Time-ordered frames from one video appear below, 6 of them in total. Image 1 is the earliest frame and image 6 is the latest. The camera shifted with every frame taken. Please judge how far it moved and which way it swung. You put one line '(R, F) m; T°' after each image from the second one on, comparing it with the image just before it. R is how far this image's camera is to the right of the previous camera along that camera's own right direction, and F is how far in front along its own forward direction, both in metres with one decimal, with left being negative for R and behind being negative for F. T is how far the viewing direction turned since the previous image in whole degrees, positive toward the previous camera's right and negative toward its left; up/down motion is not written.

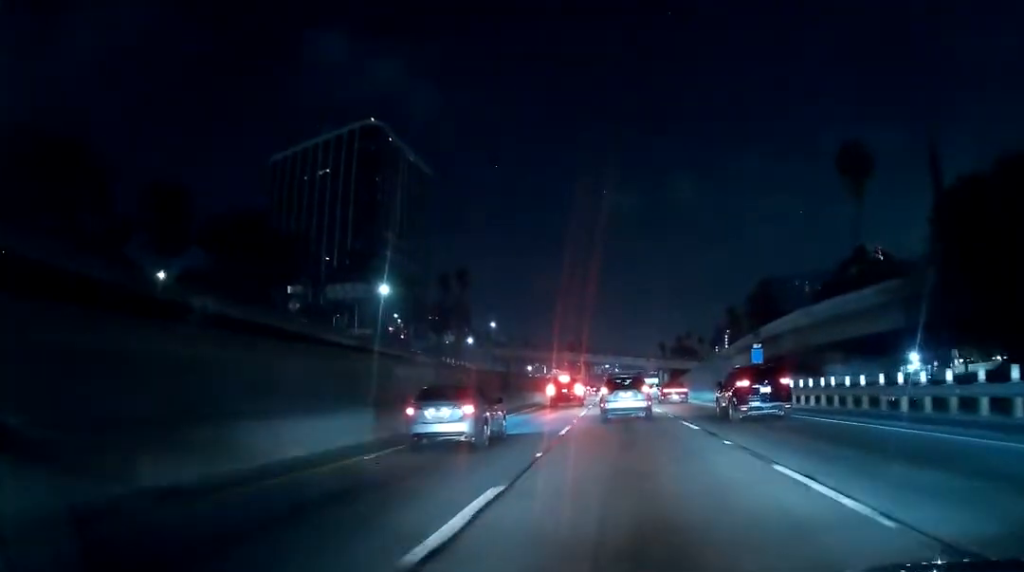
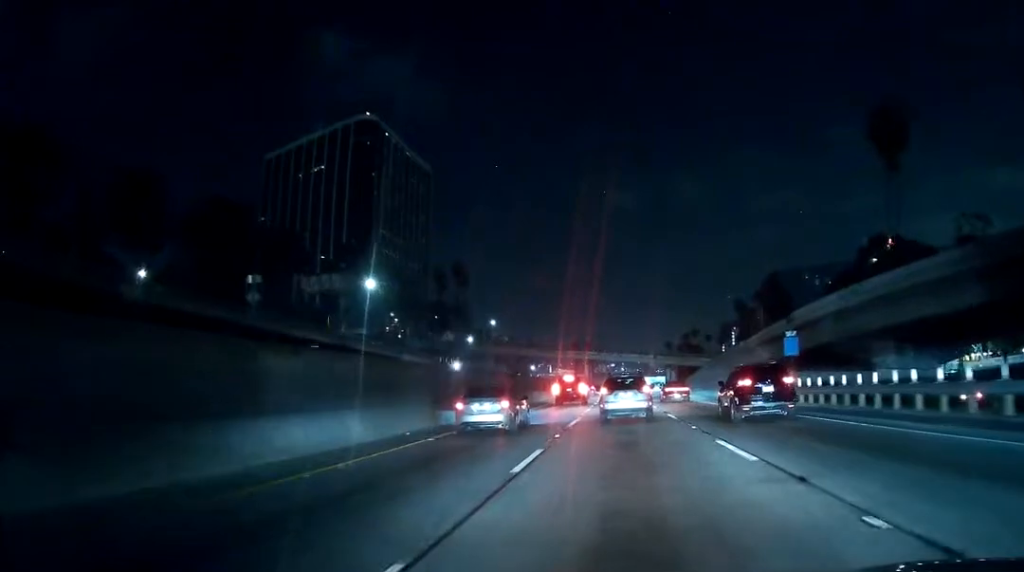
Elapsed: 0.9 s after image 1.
(+0.3, +8.6) m; +1°
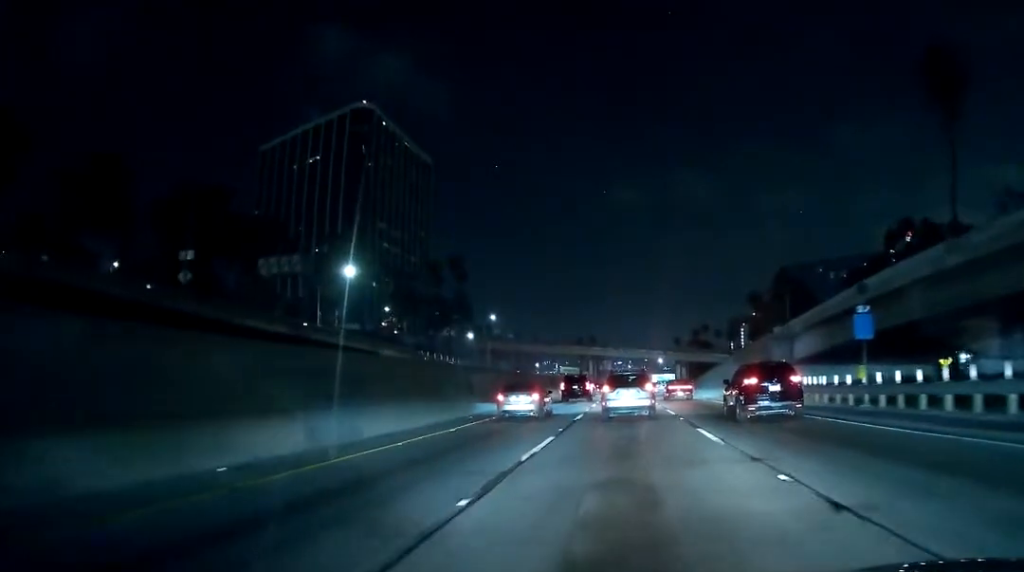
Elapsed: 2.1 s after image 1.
(-0.1, +10.9) m; +1°
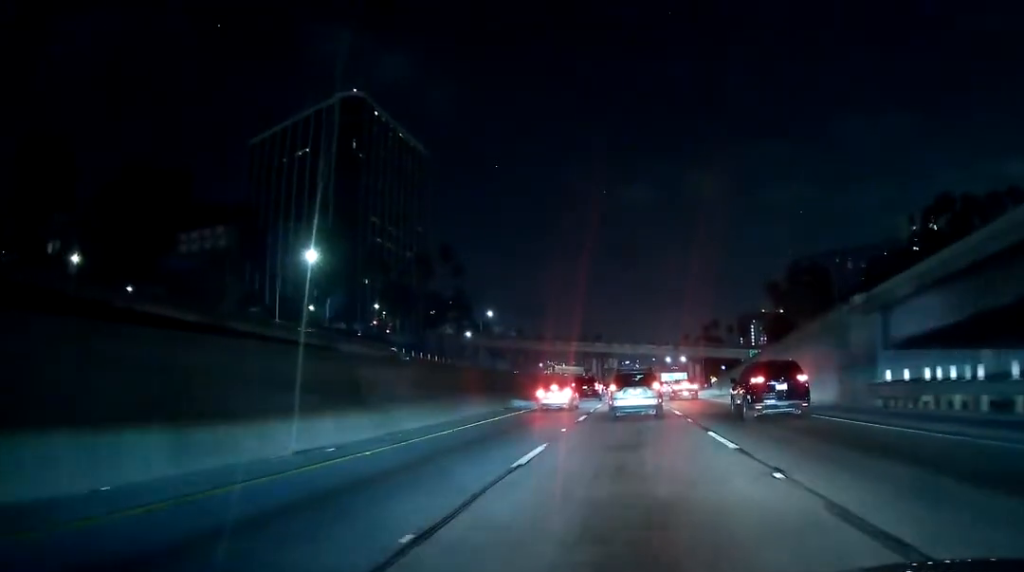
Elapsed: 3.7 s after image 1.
(-0.6, +14.8) m; -5°
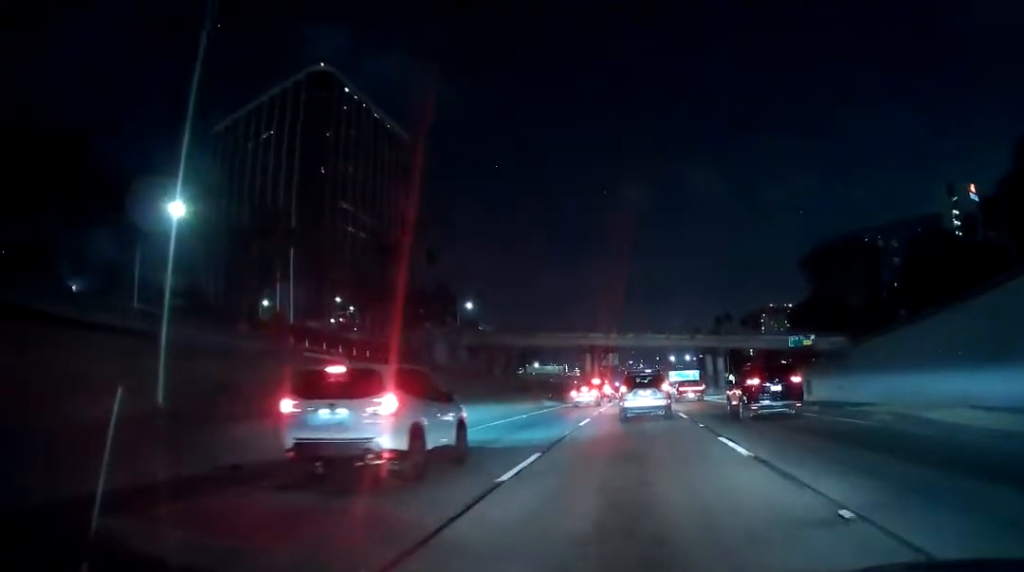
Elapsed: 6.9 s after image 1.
(+2.7, +31.2) m; +7°
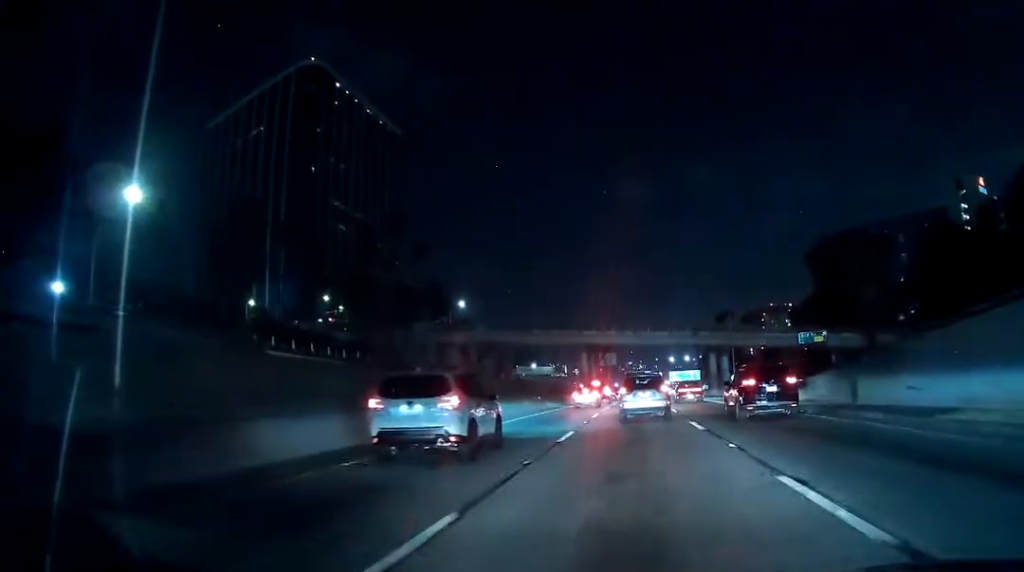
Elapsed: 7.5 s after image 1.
(0.0, +7.0) m; -3°
